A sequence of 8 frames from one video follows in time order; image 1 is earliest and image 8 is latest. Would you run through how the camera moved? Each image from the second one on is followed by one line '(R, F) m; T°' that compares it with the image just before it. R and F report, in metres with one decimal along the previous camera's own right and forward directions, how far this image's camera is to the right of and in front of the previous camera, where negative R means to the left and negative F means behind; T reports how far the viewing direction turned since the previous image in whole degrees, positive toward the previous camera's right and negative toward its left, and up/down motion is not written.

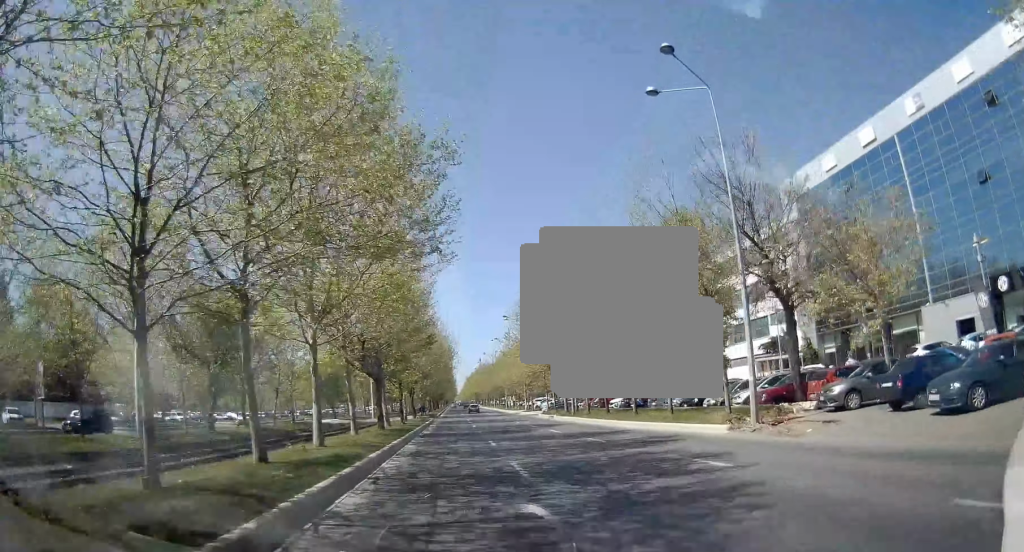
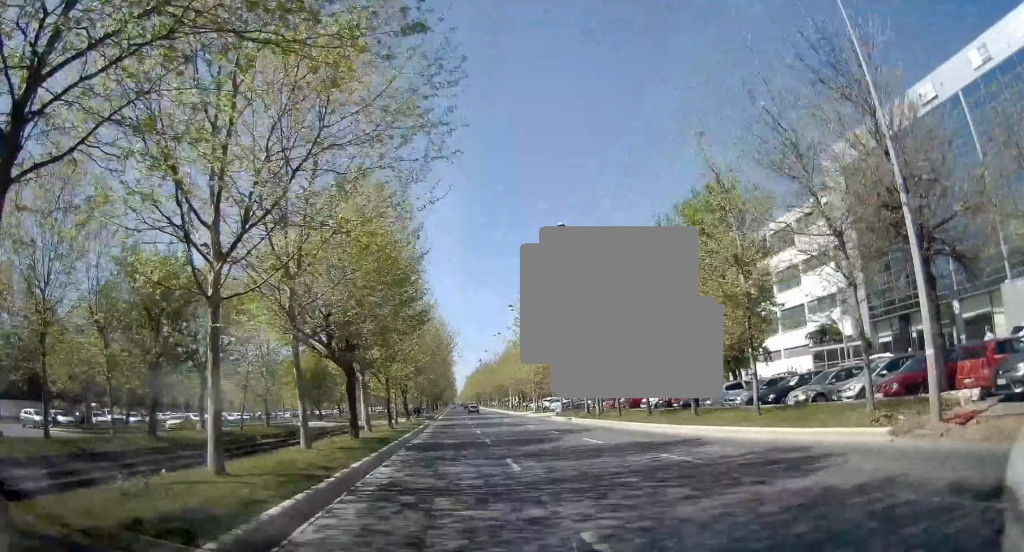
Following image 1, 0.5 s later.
(+0.1, +8.2) m; 0°
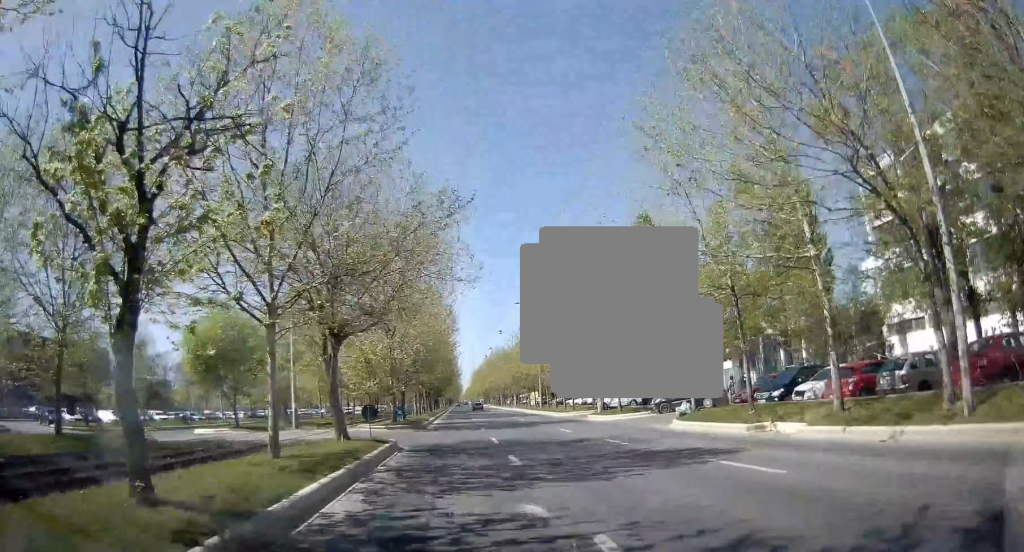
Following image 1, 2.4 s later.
(-0.1, +29.9) m; 0°
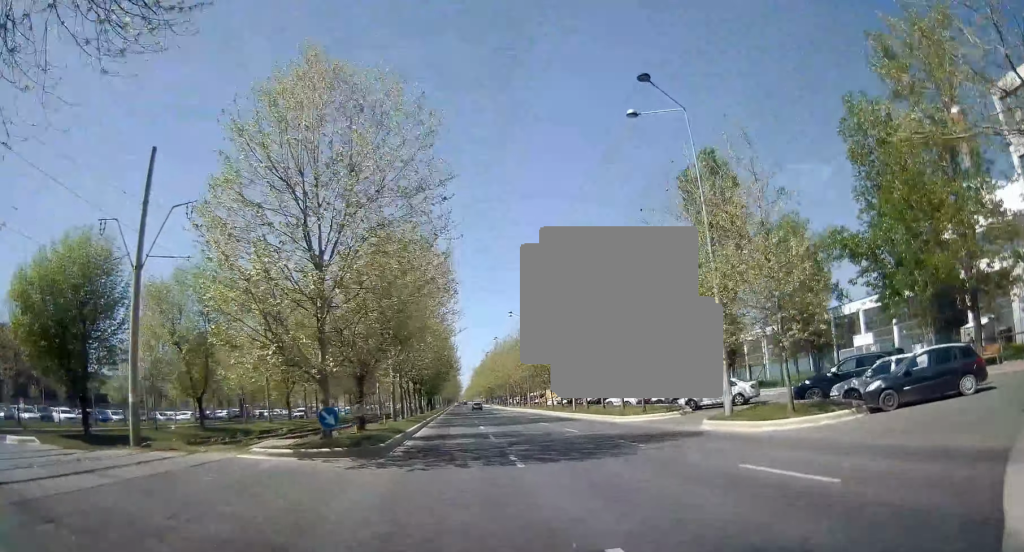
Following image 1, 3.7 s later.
(0.0, +19.8) m; 0°
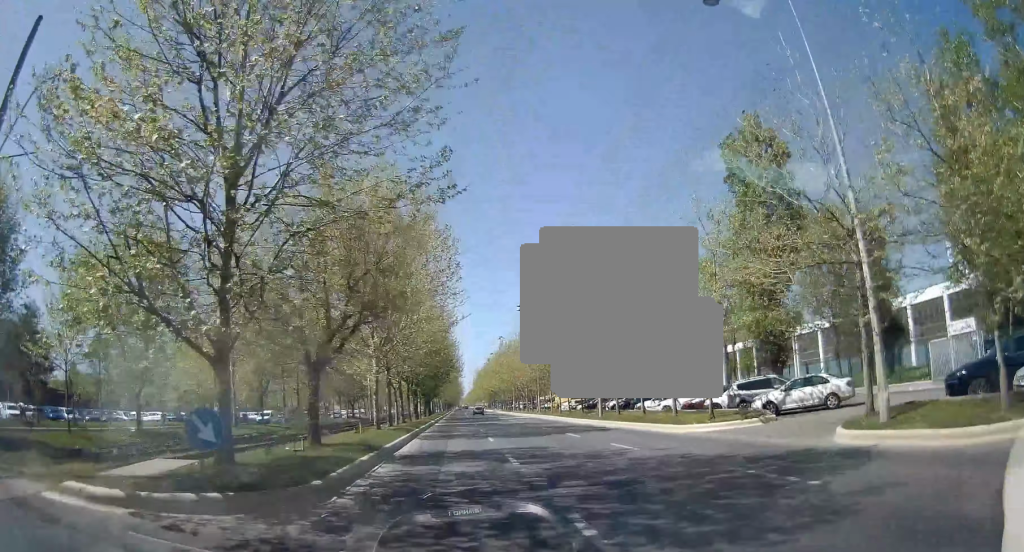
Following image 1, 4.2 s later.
(0.0, +8.7) m; 0°
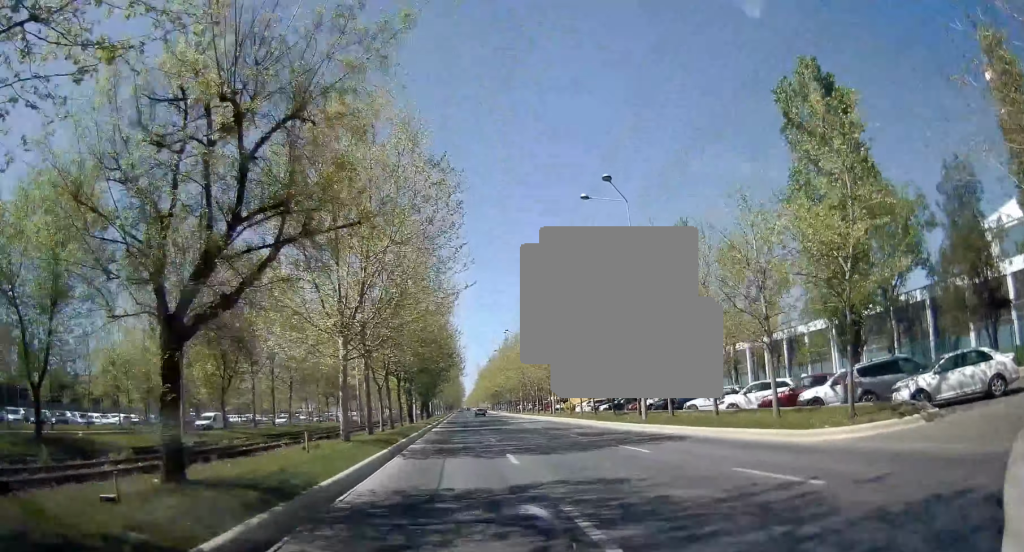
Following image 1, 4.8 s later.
(0.0, +9.2) m; 0°
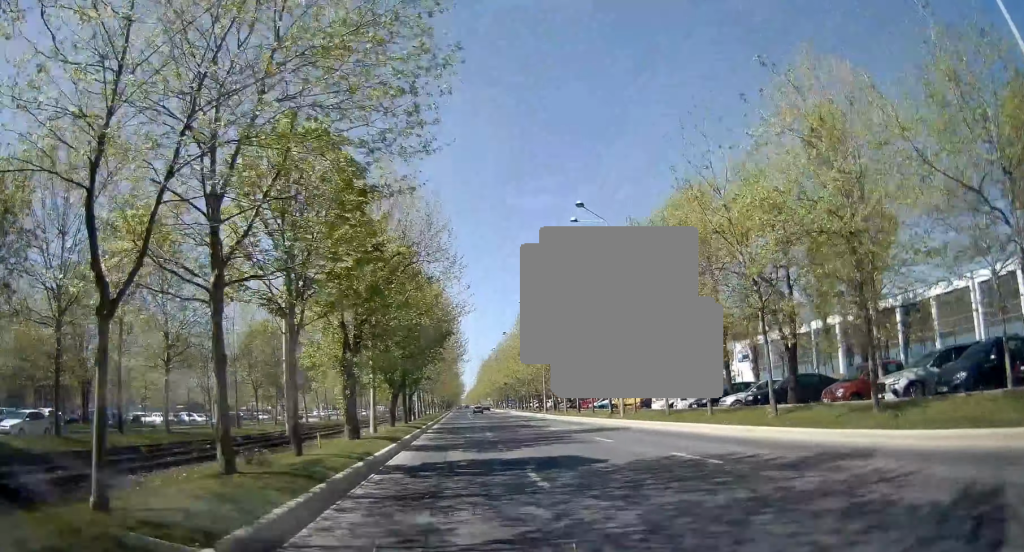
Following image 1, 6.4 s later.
(-0.6, +25.7) m; -1°
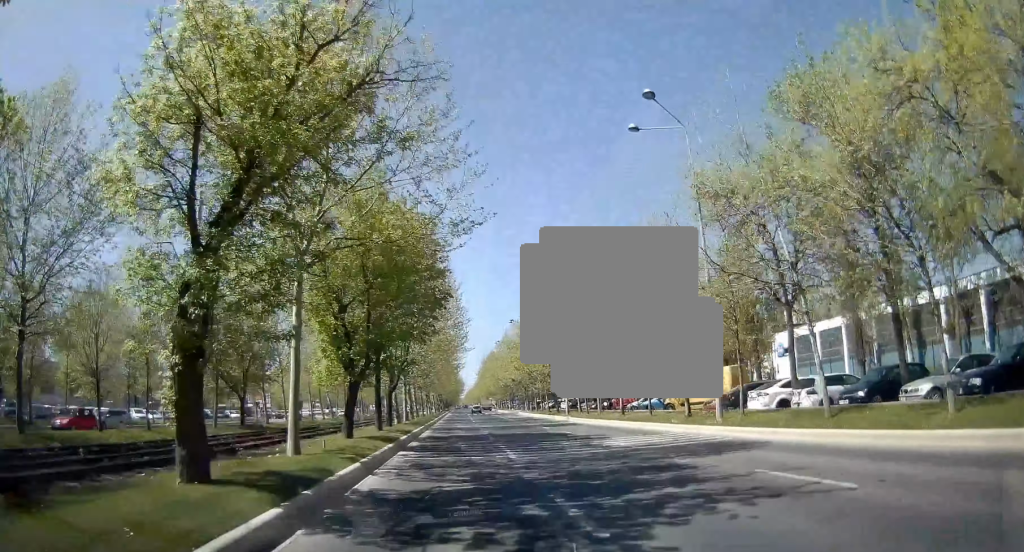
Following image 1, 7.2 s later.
(+0.3, +13.5) m; +2°
